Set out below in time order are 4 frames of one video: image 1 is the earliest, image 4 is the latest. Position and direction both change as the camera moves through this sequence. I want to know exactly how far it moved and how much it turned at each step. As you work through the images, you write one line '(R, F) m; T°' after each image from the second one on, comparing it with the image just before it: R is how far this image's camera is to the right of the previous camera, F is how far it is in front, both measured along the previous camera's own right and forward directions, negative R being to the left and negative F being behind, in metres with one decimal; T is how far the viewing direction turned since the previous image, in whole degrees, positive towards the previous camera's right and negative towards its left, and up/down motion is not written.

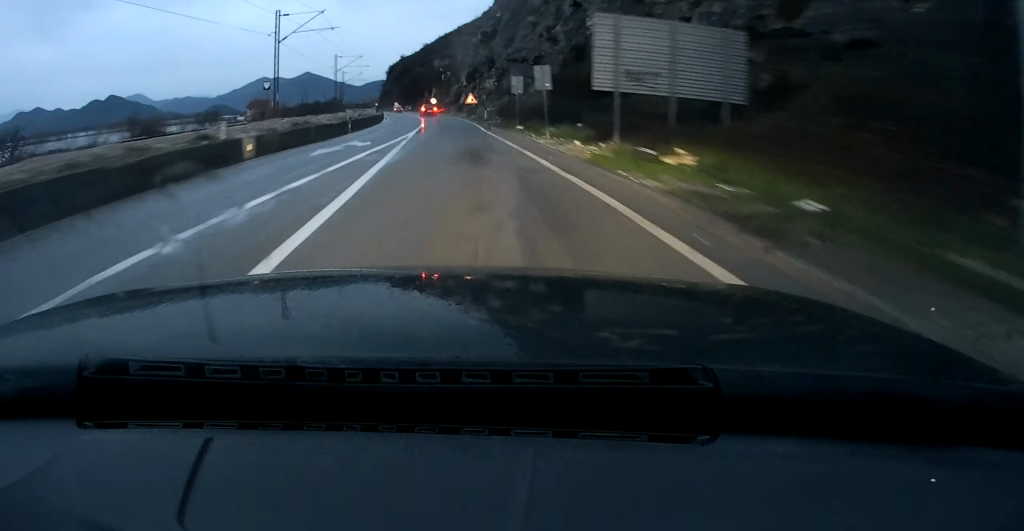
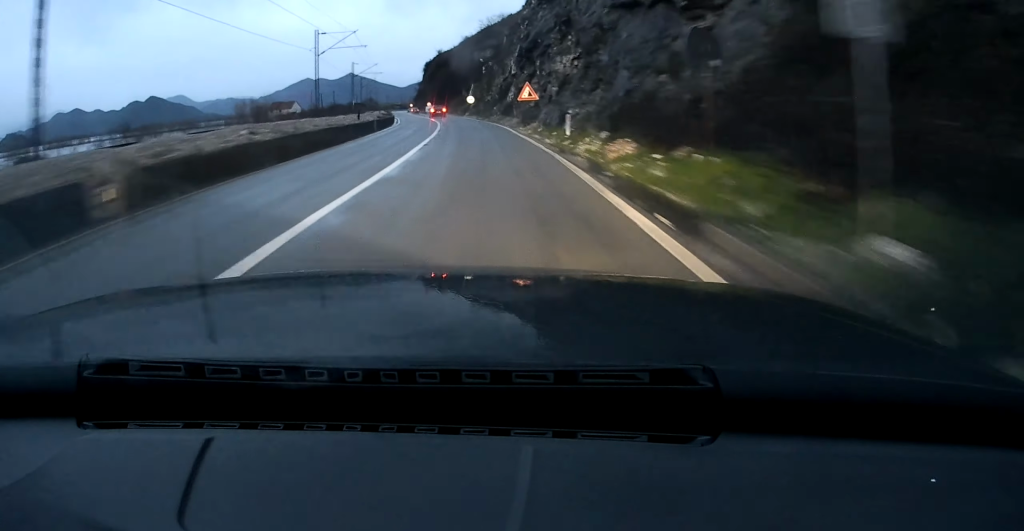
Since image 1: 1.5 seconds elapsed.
(-1.4, +29.1) m; -4°
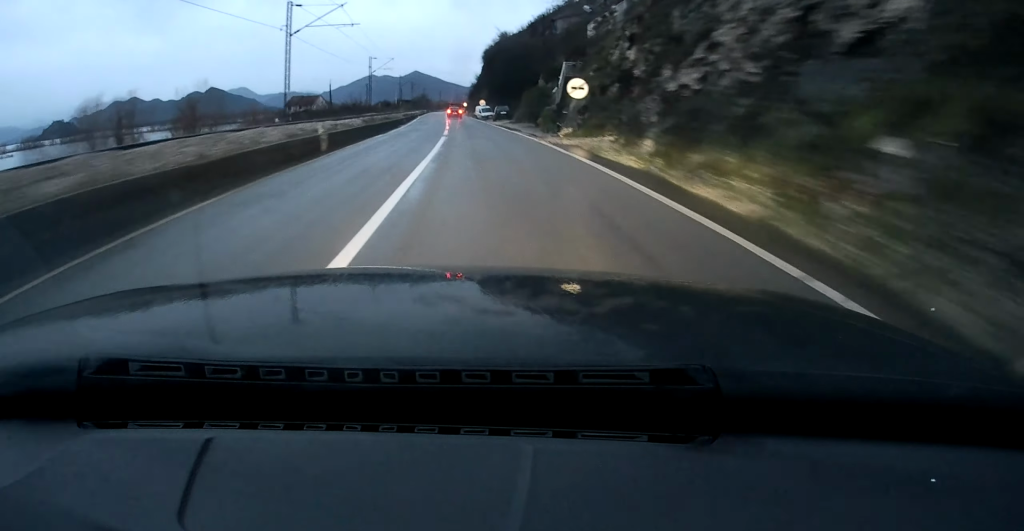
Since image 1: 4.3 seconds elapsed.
(-3.0, +55.3) m; -6°
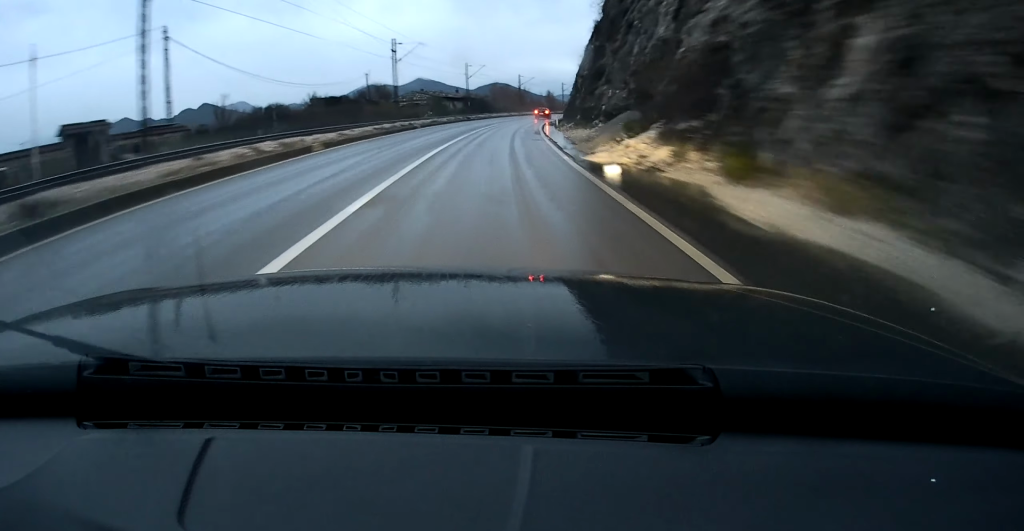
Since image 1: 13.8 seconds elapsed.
(-5.5, +205.4) m; +2°
